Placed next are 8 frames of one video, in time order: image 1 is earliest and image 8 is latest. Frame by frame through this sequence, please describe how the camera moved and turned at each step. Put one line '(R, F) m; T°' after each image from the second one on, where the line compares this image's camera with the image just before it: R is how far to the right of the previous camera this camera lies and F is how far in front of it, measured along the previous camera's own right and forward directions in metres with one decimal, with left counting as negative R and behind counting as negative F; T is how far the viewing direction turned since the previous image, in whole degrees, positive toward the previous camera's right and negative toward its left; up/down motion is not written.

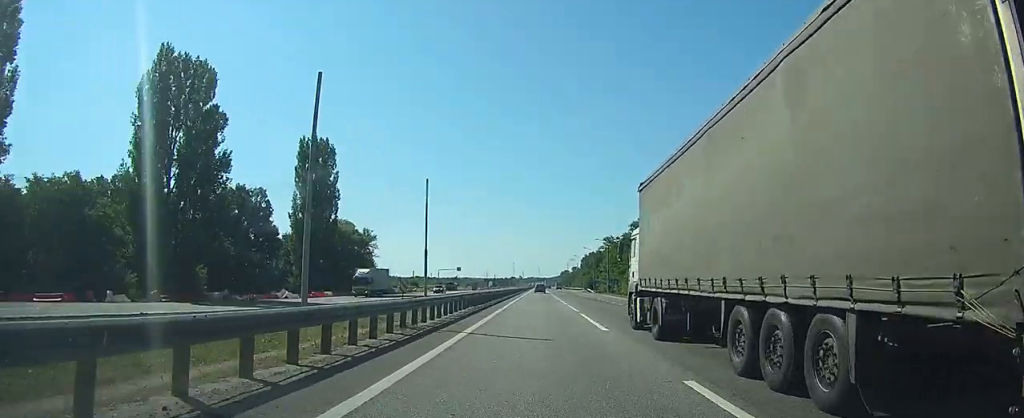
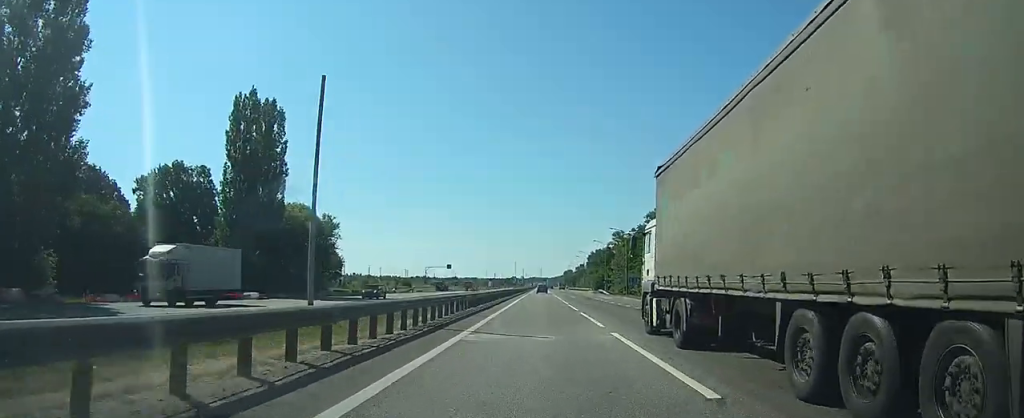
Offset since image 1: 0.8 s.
(0.0, +22.4) m; 0°
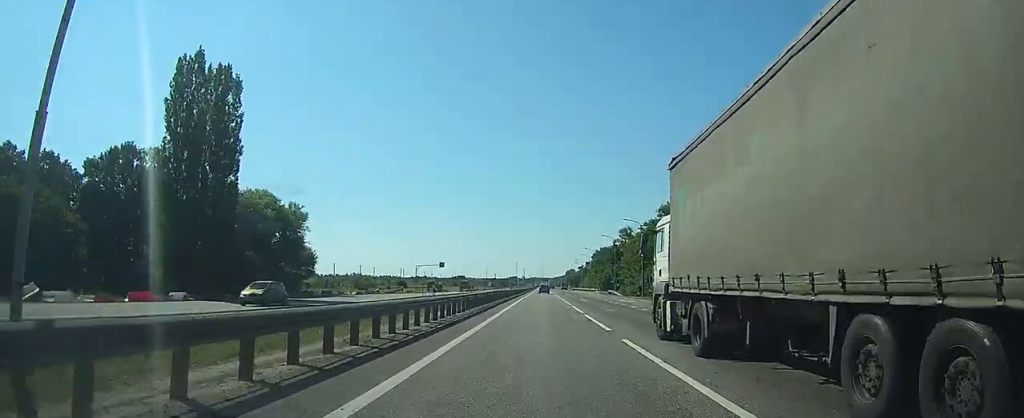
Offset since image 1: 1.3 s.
(0.0, +13.5) m; 0°
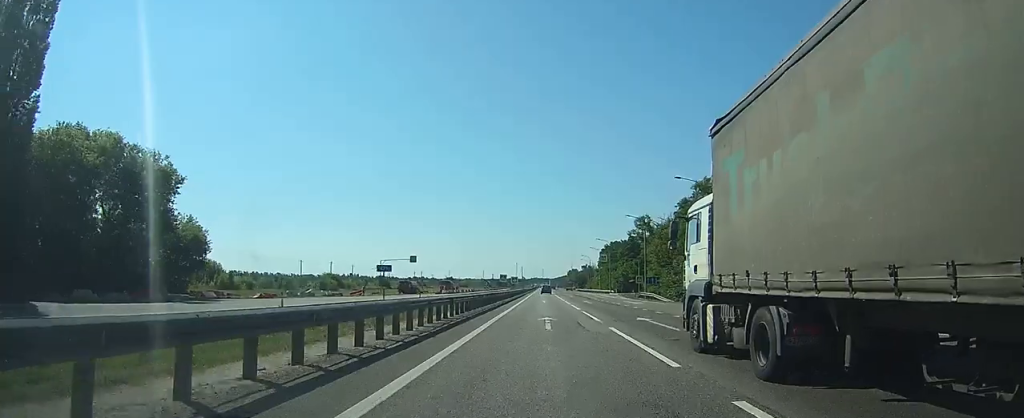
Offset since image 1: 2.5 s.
(0.0, +31.5) m; 0°
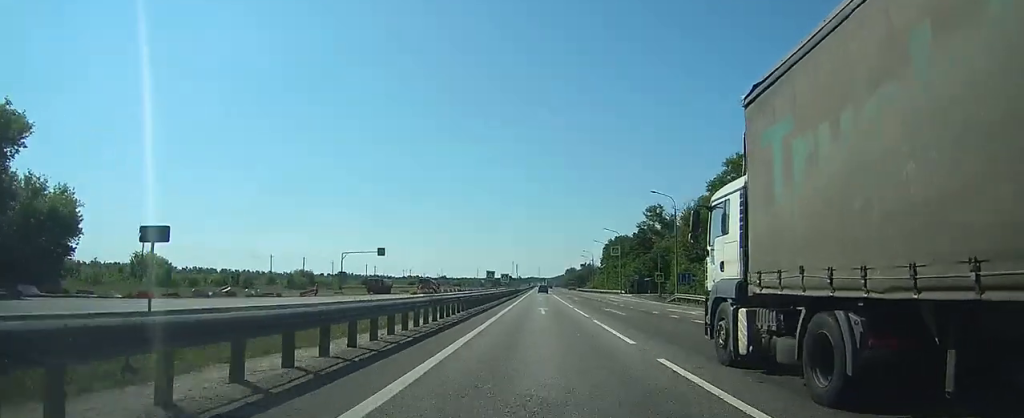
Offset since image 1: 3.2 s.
(-0.1, +19.8) m; 0°
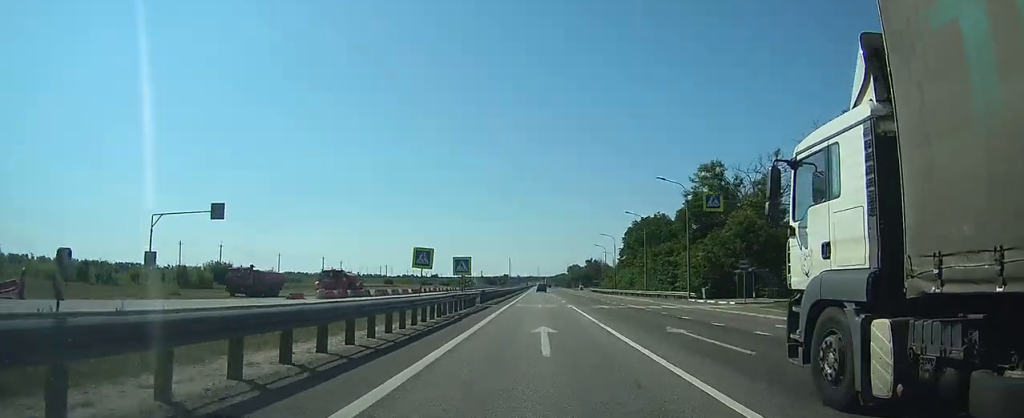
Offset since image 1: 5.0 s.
(+0.2, +46.6) m; 0°
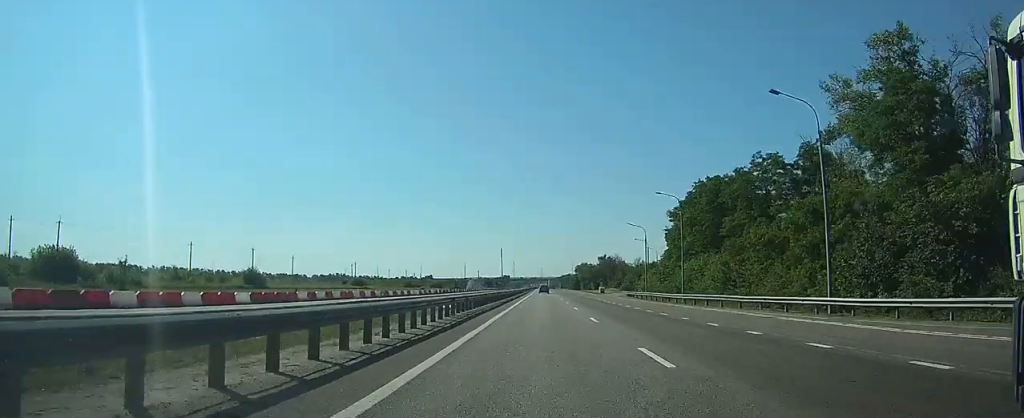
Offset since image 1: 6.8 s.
(0.0, +49.7) m; 0°
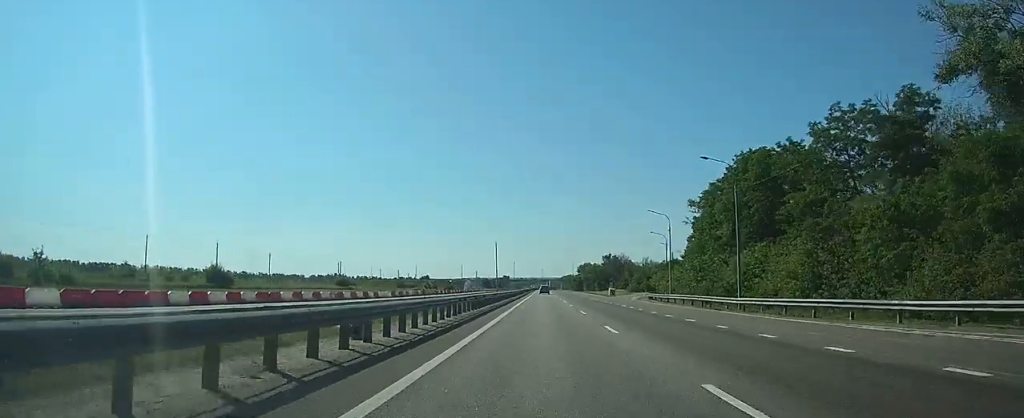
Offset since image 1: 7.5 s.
(0.0, +16.7) m; 0°
